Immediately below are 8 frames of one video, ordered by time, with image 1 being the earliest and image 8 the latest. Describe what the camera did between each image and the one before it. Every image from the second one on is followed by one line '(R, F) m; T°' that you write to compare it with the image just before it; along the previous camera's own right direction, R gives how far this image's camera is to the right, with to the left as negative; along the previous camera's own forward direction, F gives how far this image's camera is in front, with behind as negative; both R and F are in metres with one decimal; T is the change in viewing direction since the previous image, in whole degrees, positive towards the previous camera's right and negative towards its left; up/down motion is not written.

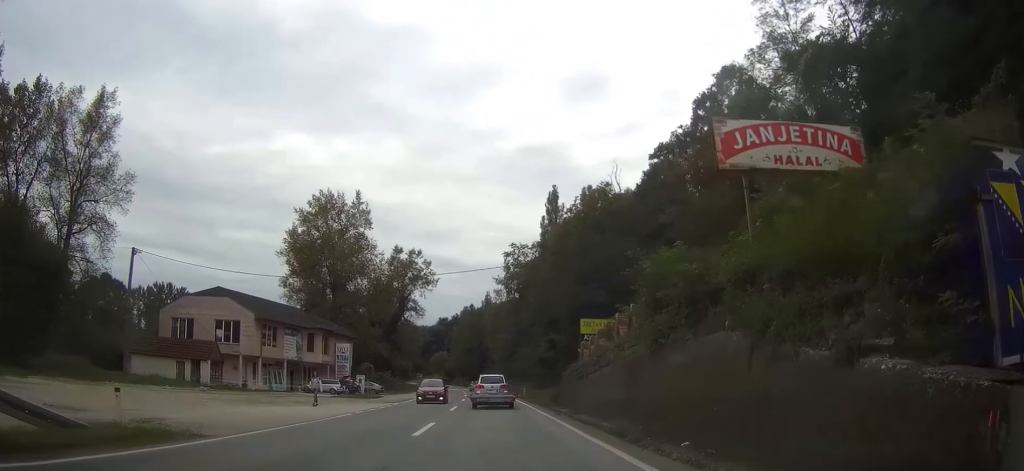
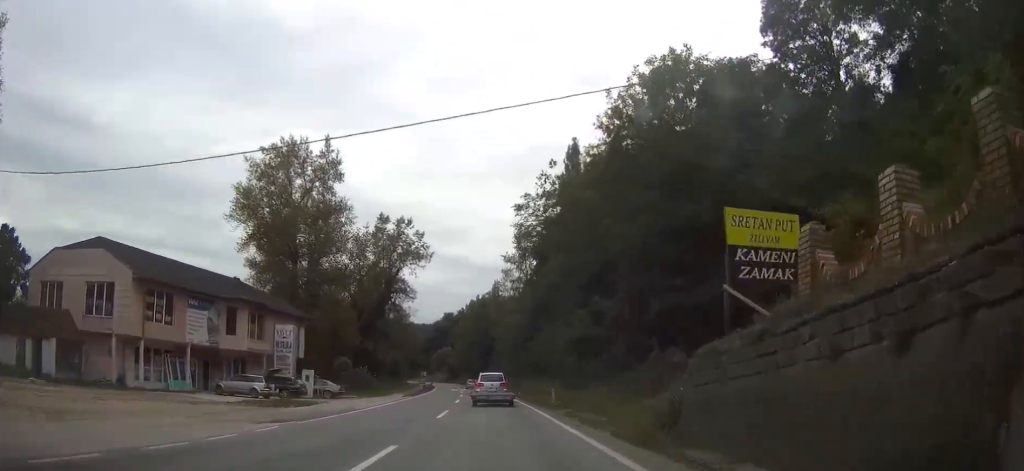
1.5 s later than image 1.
(-0.1, +23.4) m; -1°
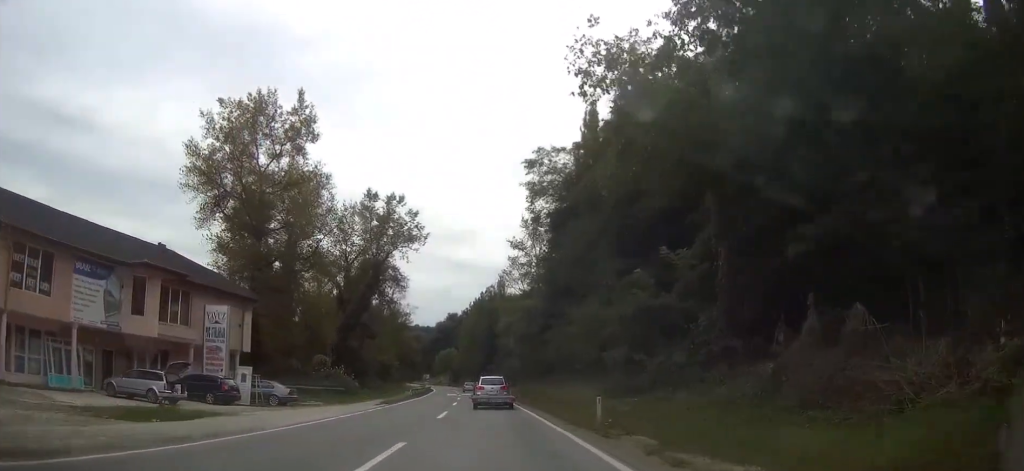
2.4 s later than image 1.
(-0.1, +14.2) m; -1°
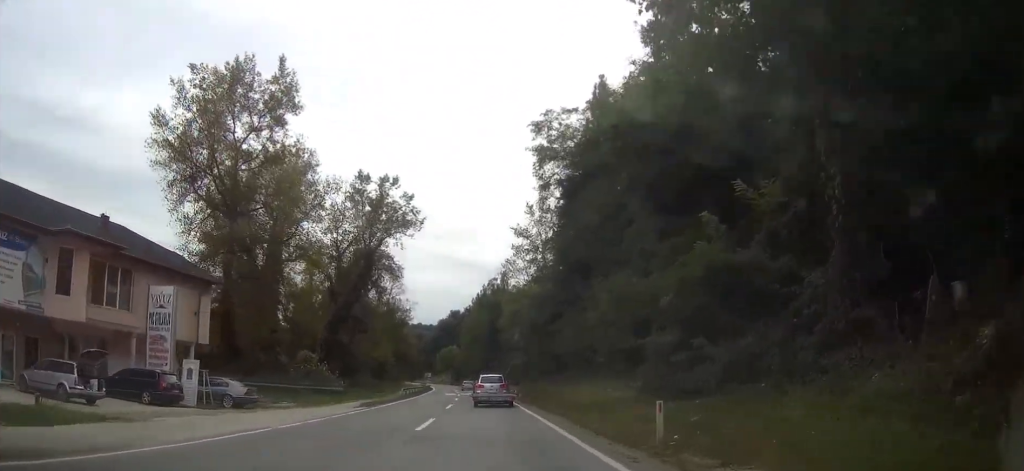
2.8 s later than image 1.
(0.0, +7.4) m; 0°
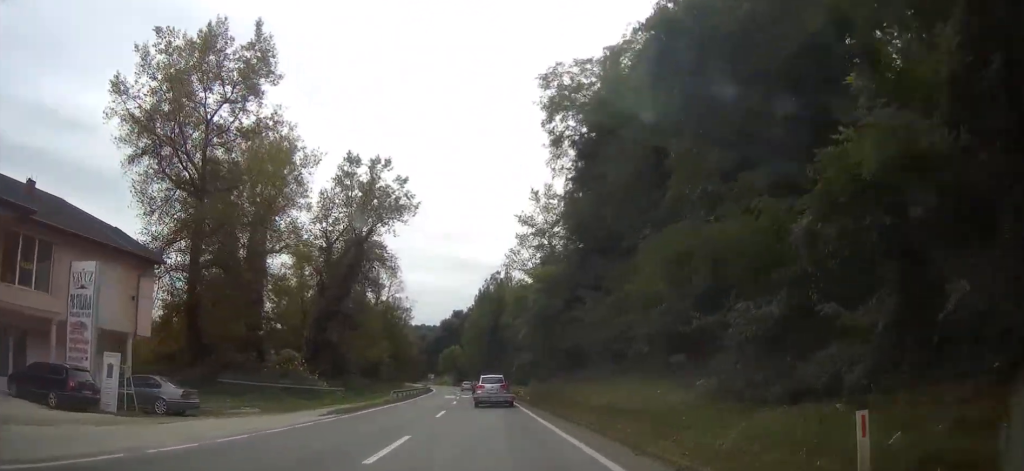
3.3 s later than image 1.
(0.0, +7.3) m; 0°
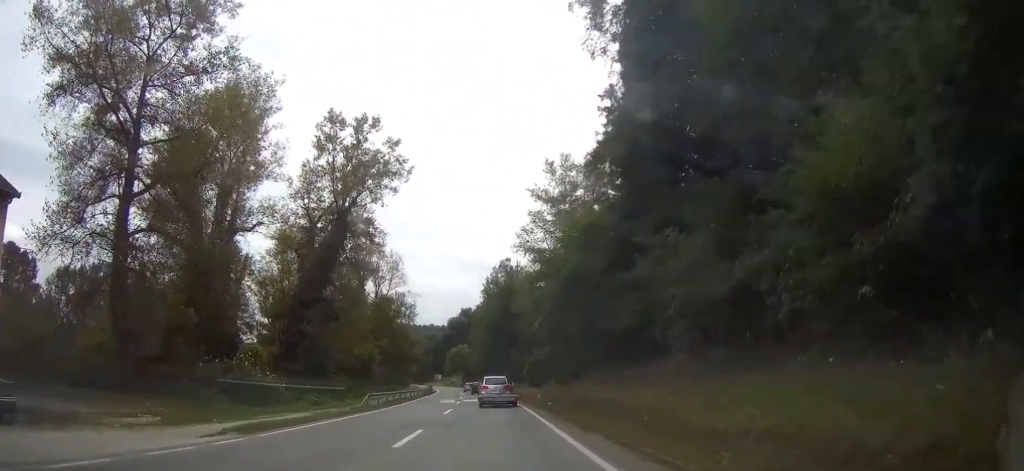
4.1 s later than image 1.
(-0.1, +12.1) m; 0°
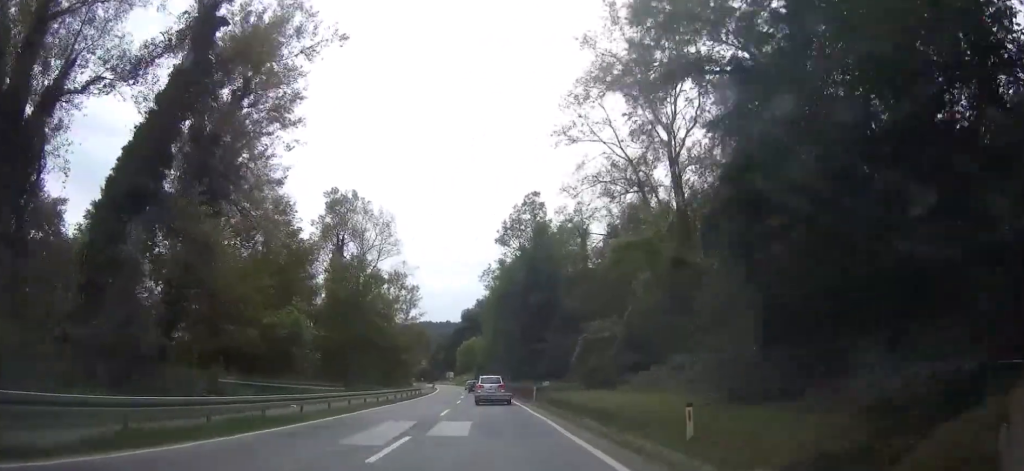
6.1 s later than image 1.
(-0.5, +33.2) m; -1°
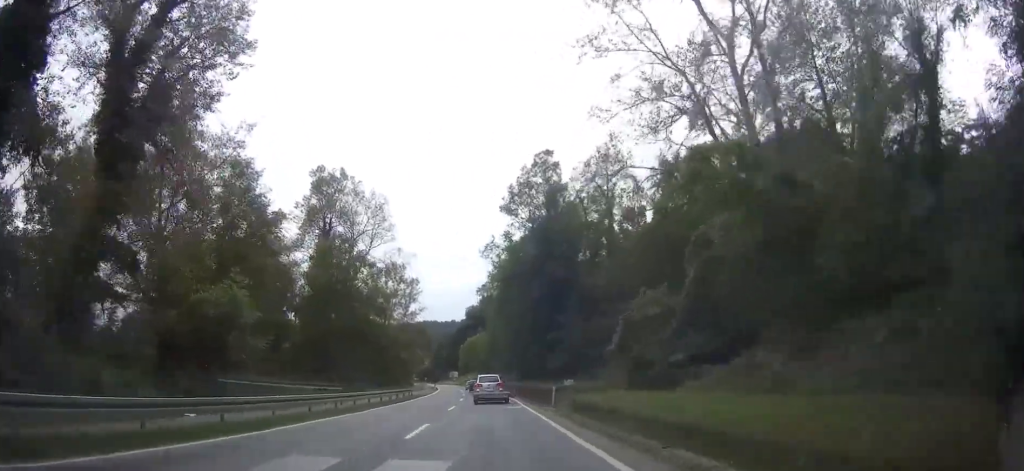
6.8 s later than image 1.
(0.0, +11.4) m; 0°
